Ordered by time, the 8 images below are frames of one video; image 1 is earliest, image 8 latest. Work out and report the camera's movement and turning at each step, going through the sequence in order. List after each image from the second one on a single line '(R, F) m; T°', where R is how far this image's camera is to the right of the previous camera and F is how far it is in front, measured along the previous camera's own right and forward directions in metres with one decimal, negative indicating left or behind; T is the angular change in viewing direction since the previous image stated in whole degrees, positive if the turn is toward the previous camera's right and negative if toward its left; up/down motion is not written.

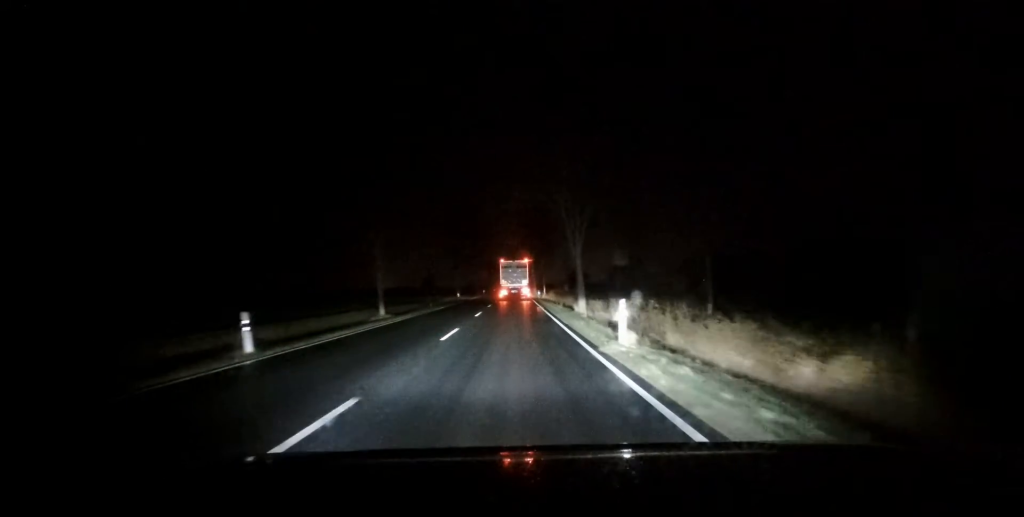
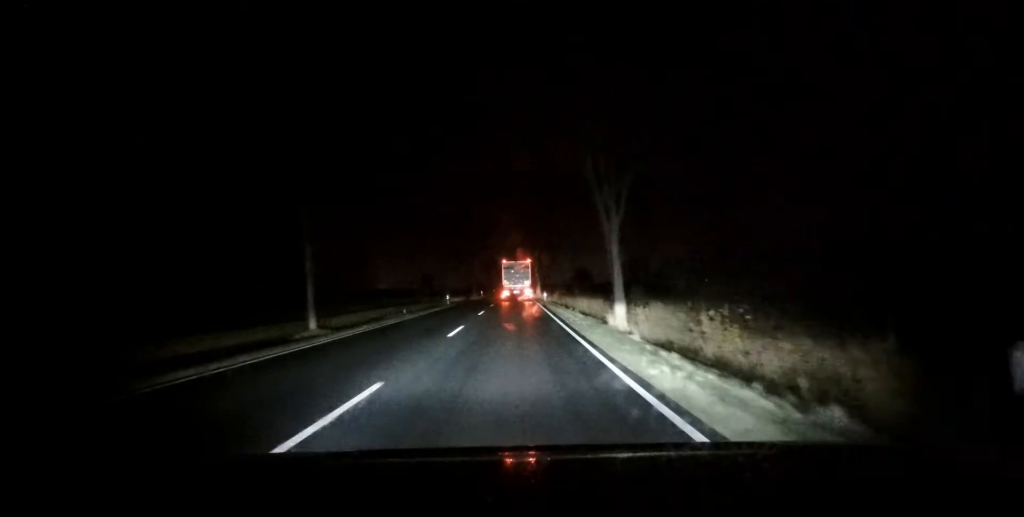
(0.0, +10.7) m; 0°
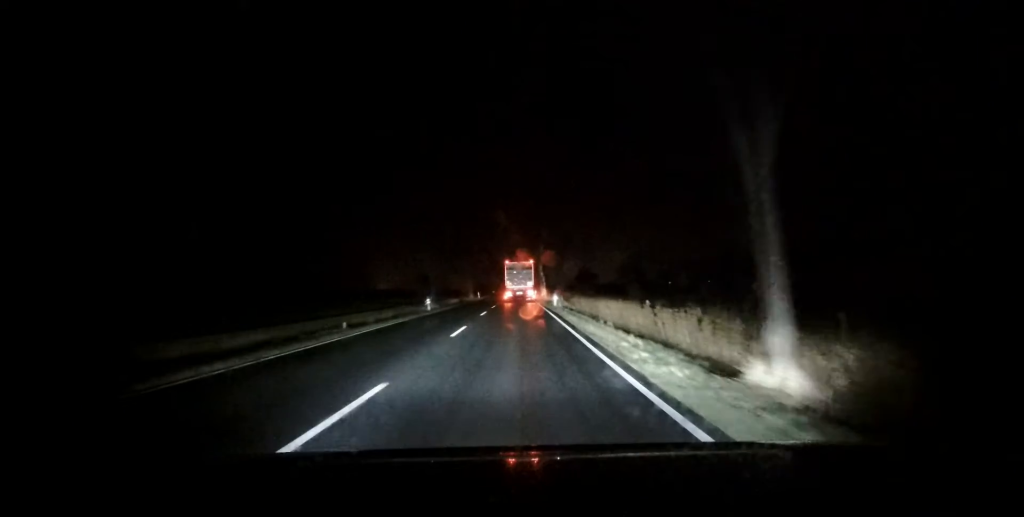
(0.0, +11.9) m; 0°
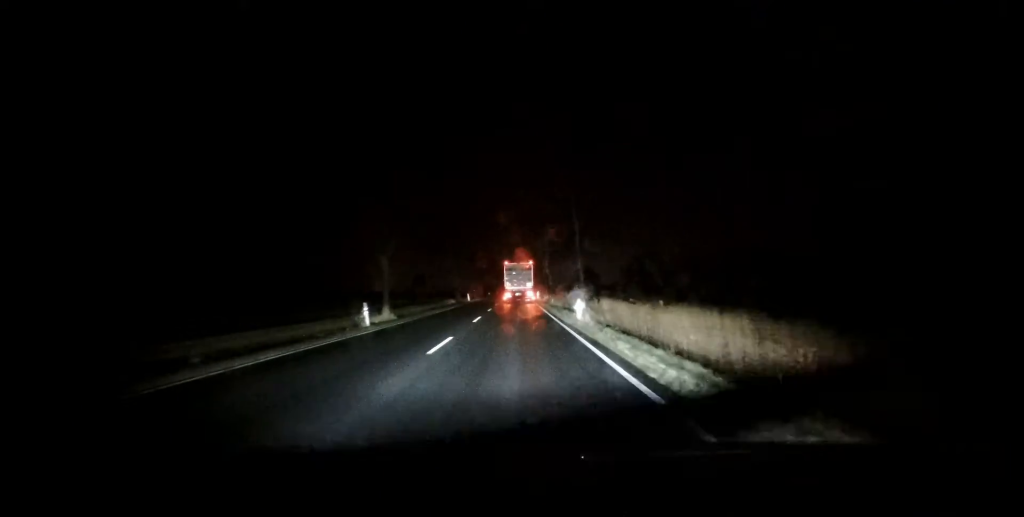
(0.0, +16.0) m; -1°
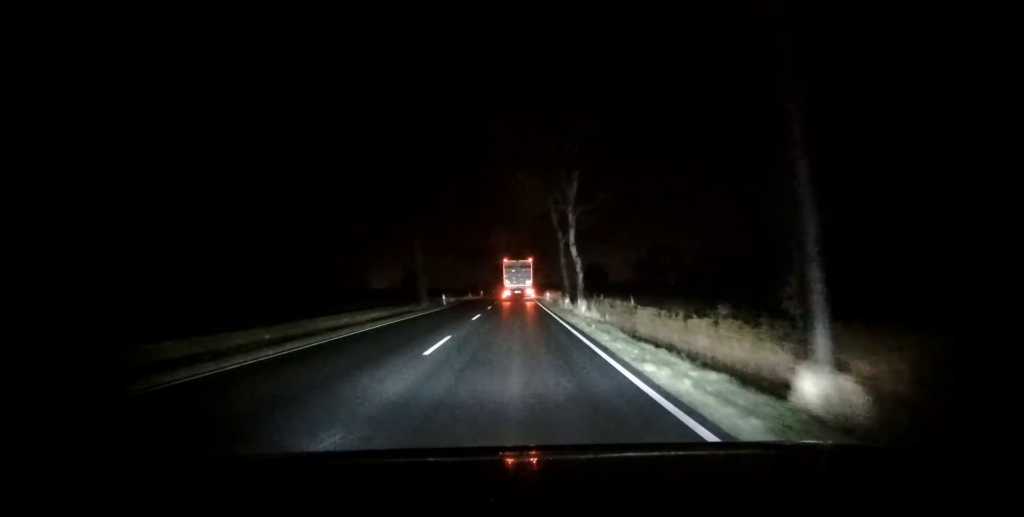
(-0.3, +24.3) m; 0°
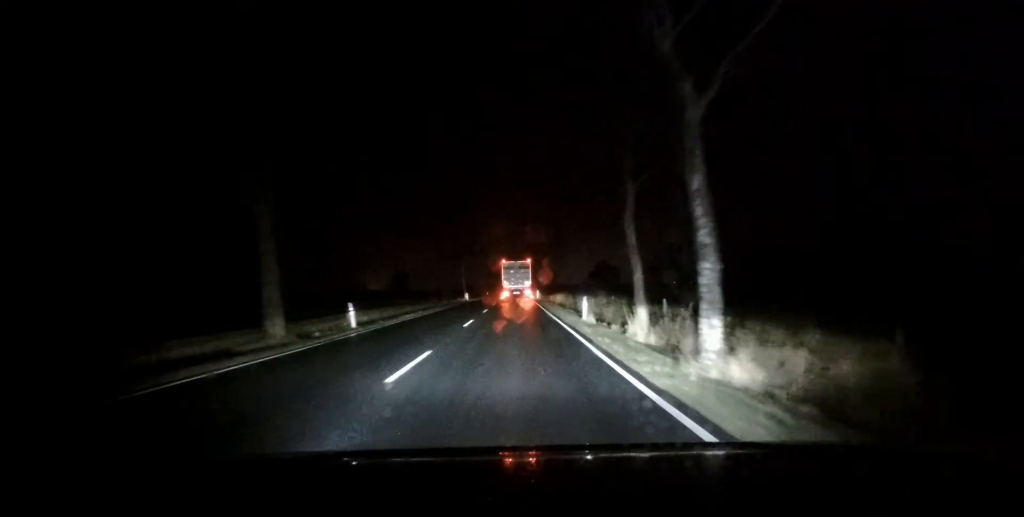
(+0.5, +27.0) m; +1°
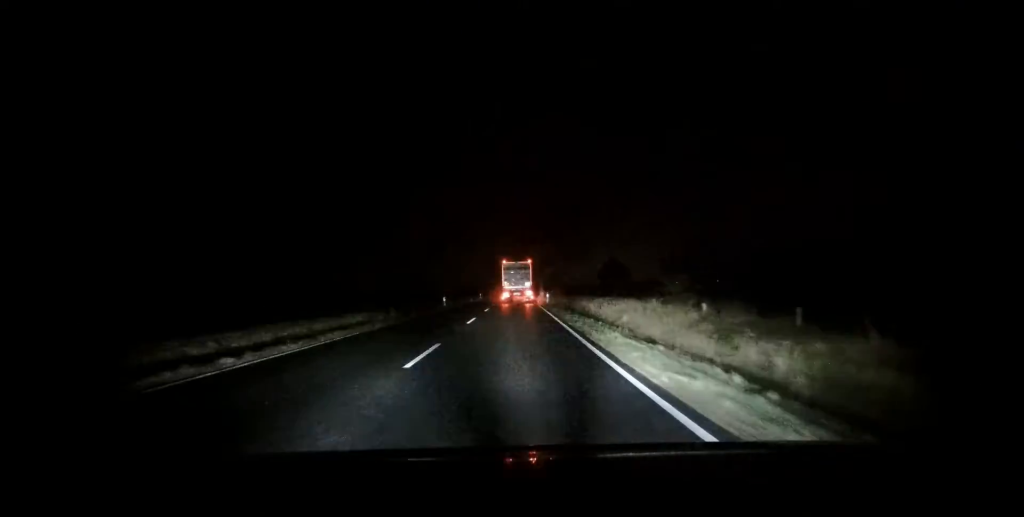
(0.0, +22.2) m; -1°
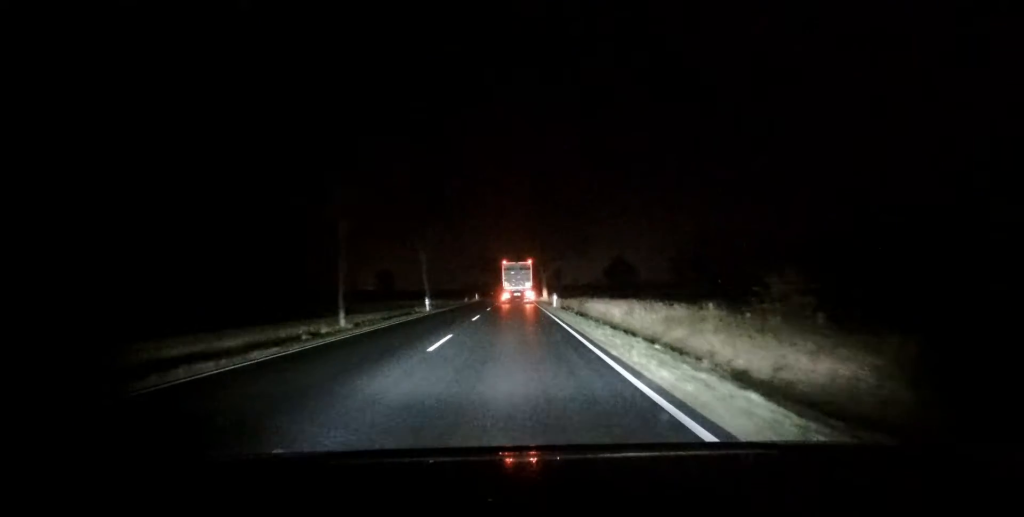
(-0.2, +9.4) m; 0°
